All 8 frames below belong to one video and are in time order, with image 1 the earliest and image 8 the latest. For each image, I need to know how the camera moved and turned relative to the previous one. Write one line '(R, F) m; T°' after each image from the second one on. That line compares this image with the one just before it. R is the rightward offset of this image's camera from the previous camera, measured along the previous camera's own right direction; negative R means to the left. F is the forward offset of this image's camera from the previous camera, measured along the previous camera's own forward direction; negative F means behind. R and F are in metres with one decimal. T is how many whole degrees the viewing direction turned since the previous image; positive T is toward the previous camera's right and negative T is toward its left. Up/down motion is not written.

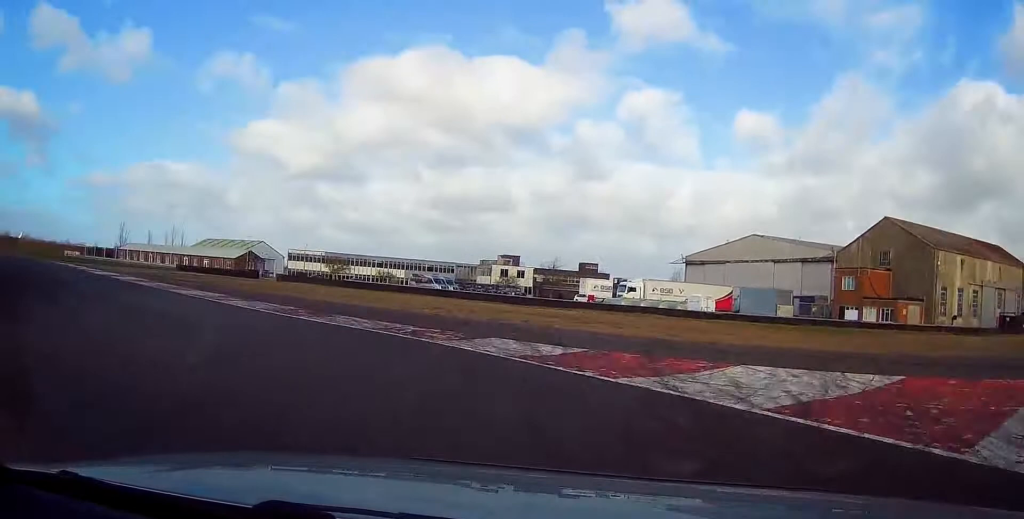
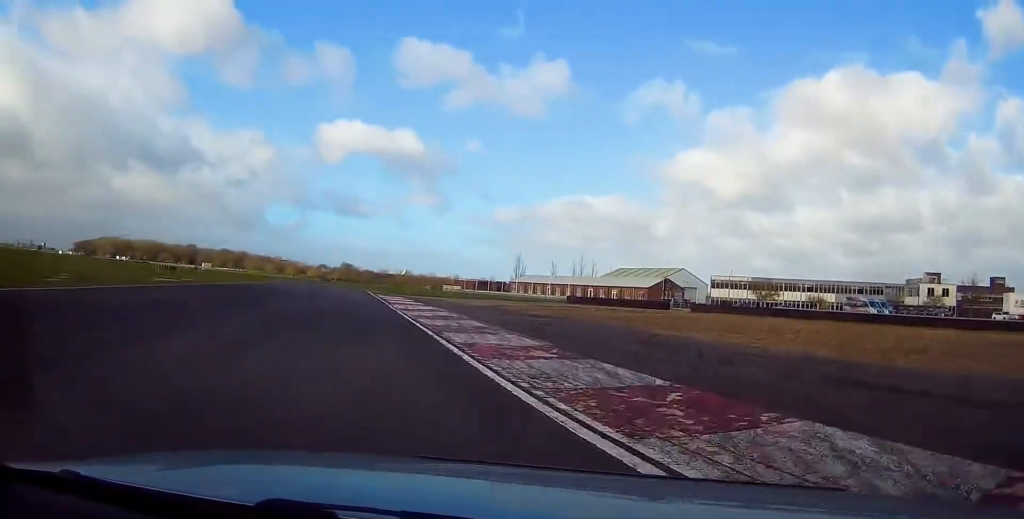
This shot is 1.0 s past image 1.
(-5.0, +13.4) m; -32°
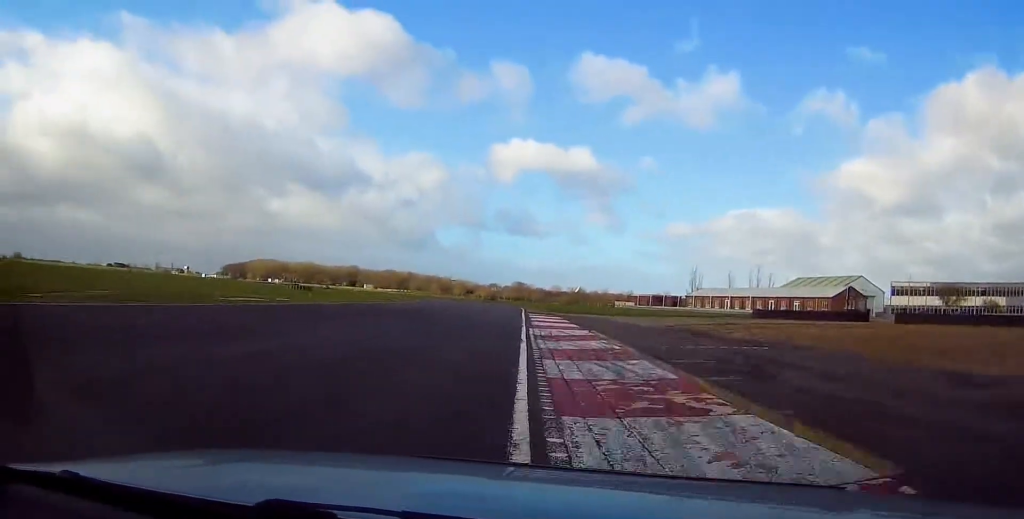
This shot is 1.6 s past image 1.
(-1.7, +11.0) m; -12°
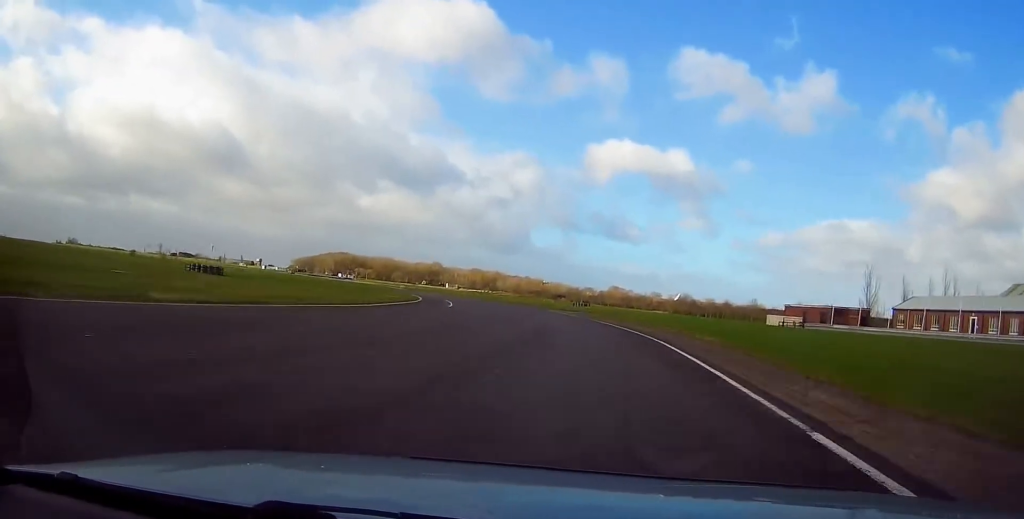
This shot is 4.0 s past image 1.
(-7.6, +57.0) m; -12°
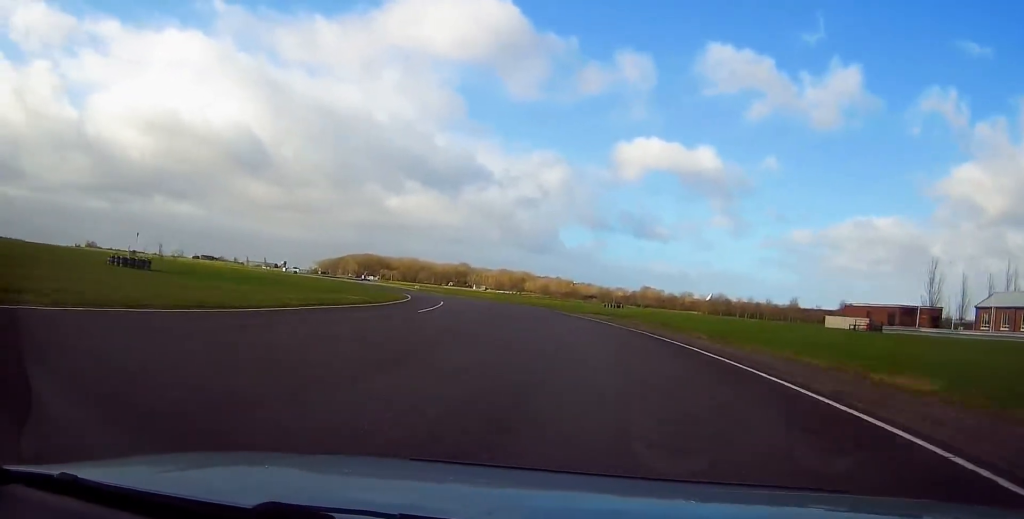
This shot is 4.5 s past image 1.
(+0.1, +14.8) m; -3°
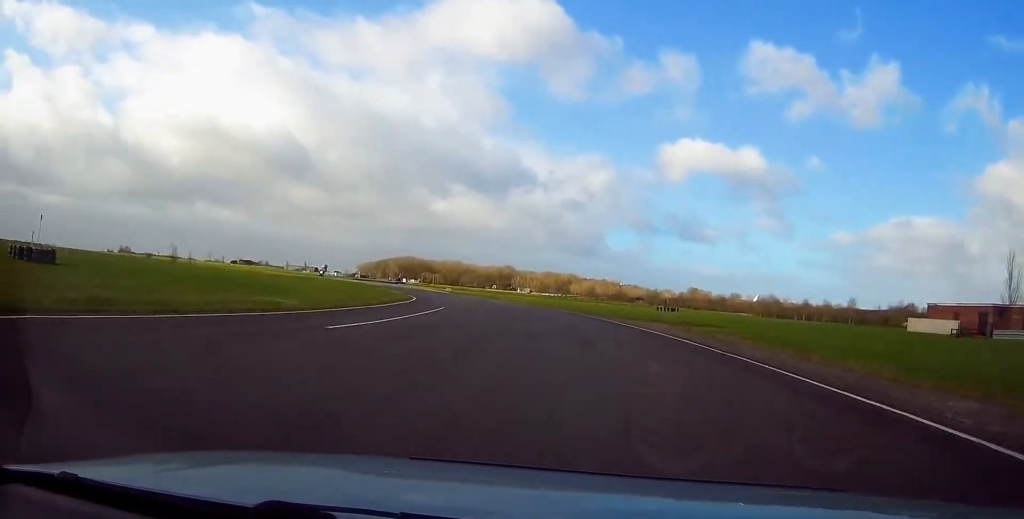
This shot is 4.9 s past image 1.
(-0.7, +14.6) m; -4°
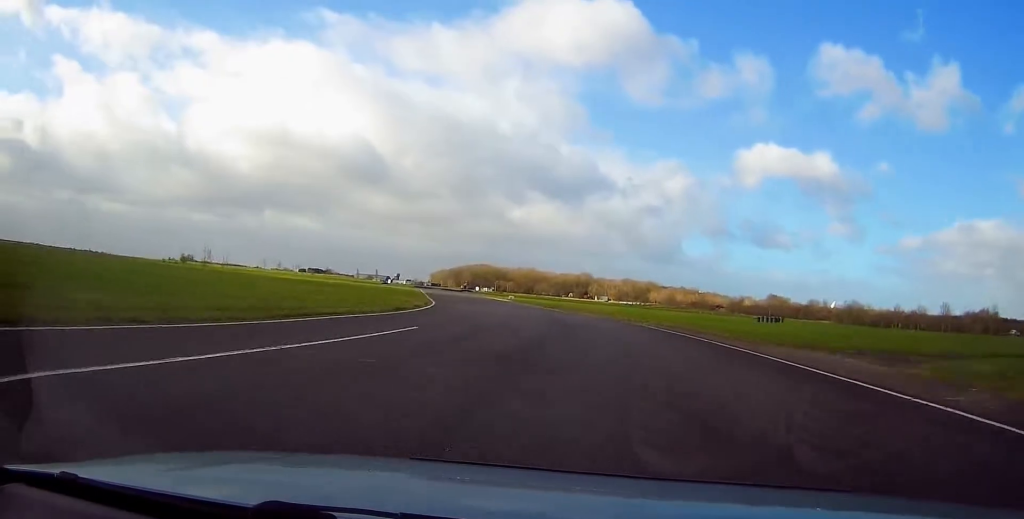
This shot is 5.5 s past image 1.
(-0.7, +19.3) m; -6°
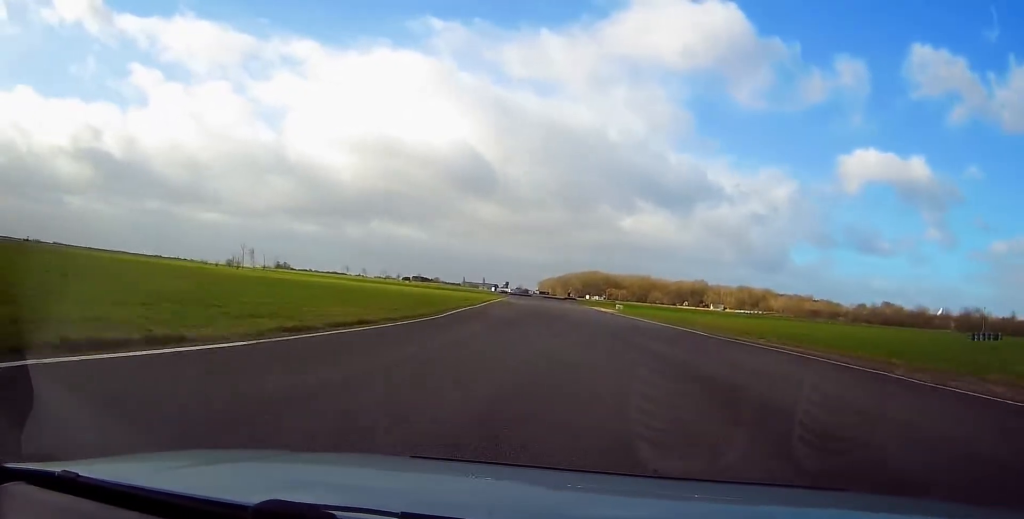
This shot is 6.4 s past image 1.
(-2.1, +31.0) m; -8°
